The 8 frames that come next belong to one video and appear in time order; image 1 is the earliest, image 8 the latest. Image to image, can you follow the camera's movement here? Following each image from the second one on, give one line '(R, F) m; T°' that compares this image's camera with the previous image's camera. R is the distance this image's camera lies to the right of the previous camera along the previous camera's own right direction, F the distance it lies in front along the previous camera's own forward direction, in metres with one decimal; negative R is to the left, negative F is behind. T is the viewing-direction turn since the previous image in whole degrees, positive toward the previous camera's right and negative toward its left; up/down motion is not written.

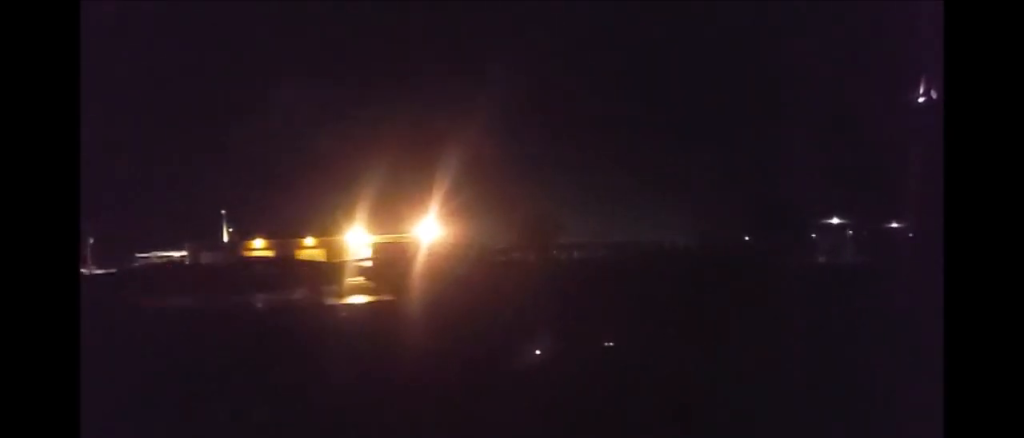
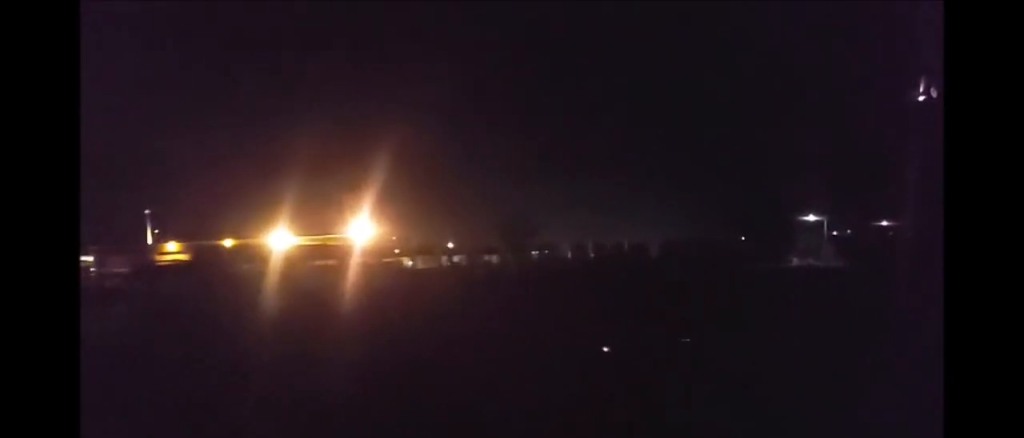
(-0.2, +13.3) m; 0°
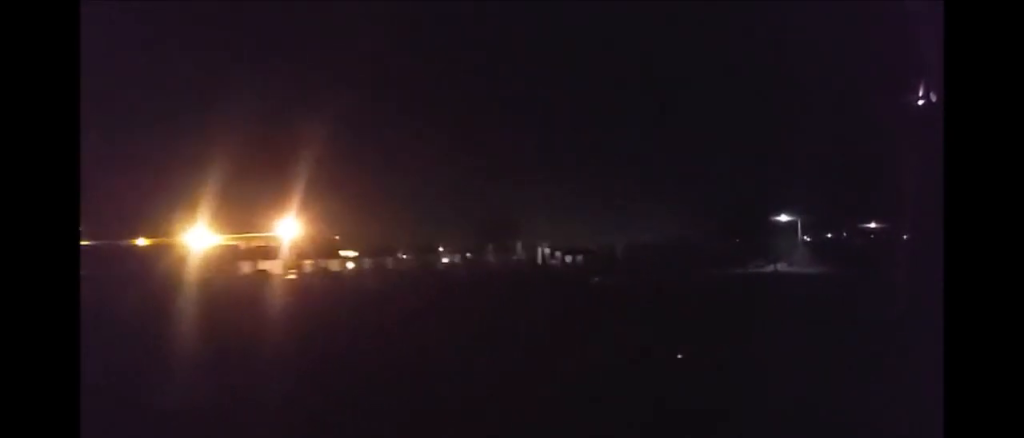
(0.0, +10.9) m; 0°
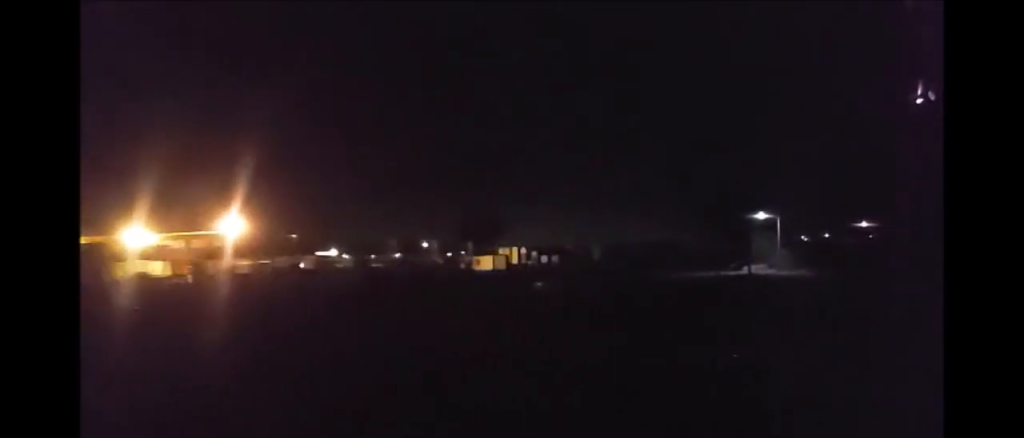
(+0.1, +7.9) m; 0°
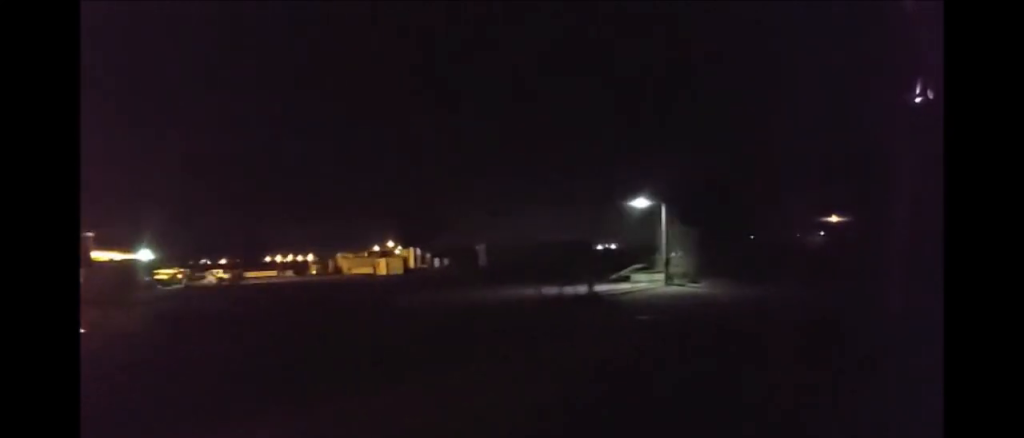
(0.0, +26.4) m; 0°
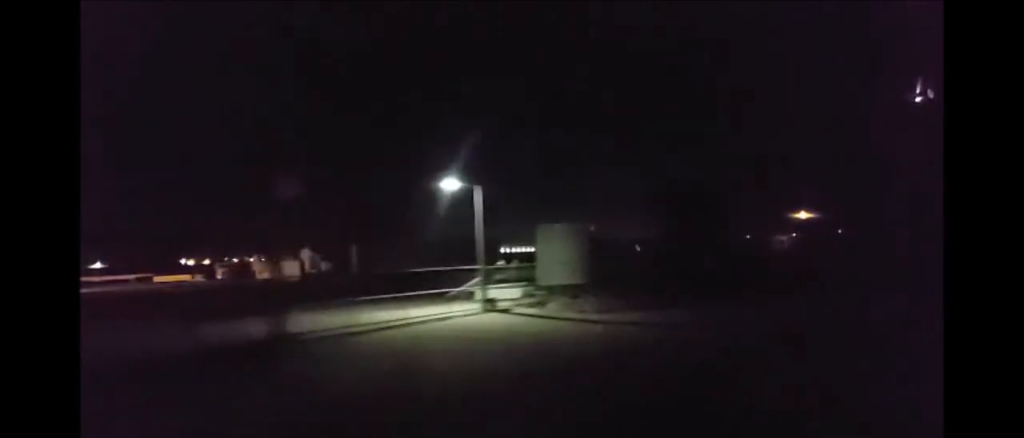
(+0.1, +18.2) m; +1°
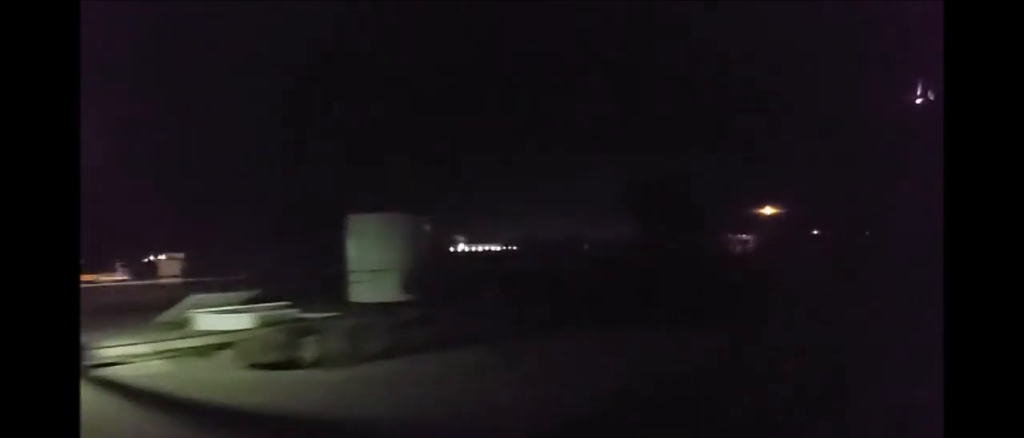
(+0.1, +15.7) m; 0°
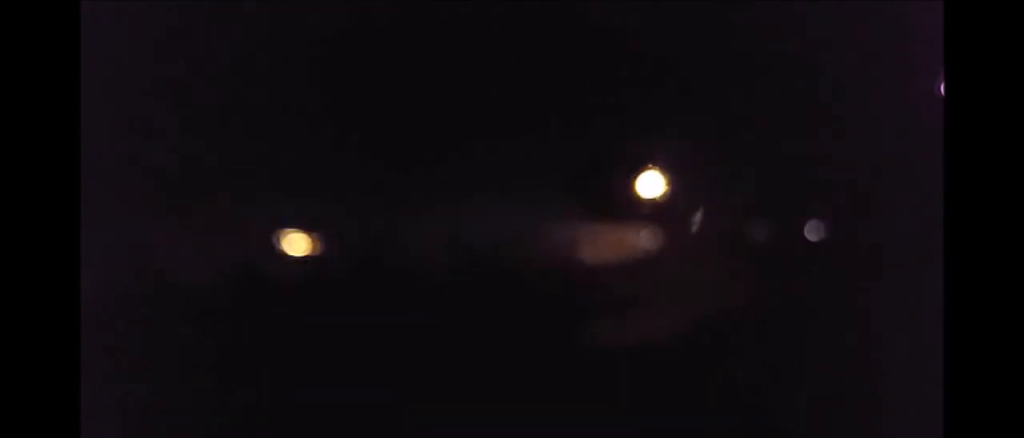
(-0.5, +32.4) m; -1°
